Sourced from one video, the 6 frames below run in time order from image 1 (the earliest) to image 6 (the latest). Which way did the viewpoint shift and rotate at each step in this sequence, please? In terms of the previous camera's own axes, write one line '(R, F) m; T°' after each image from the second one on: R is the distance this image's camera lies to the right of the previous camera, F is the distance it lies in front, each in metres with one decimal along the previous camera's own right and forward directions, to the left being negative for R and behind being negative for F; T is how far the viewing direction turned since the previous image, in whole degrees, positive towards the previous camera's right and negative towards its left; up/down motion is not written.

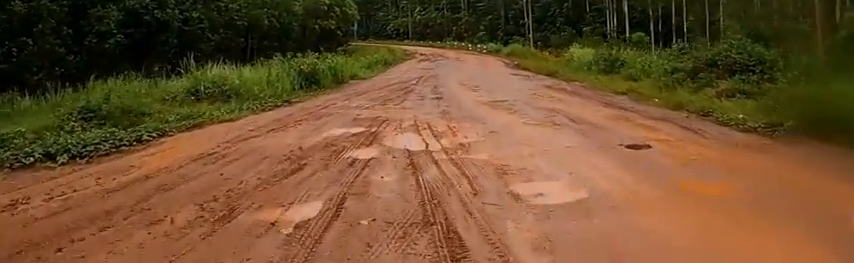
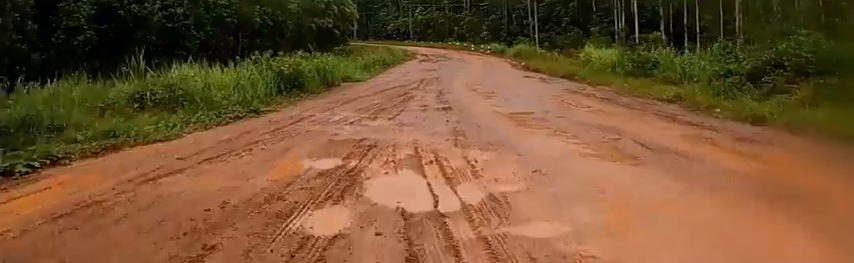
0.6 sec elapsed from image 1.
(0.0, +3.1) m; 0°
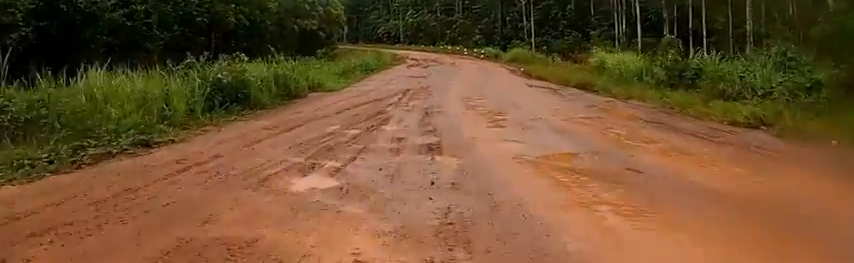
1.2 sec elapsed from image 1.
(0.0, +3.5) m; 0°
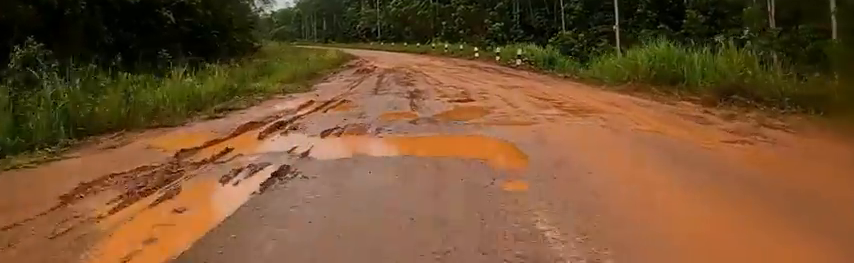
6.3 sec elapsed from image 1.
(0.0, +28.4) m; 0°
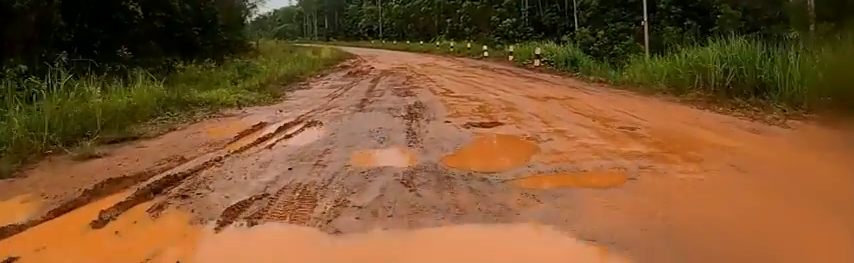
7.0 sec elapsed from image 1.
(0.0, +3.5) m; 0°
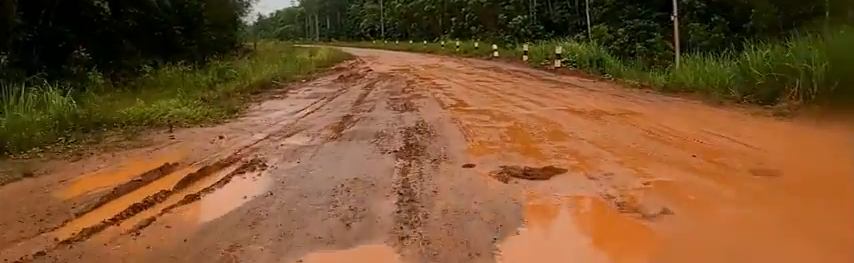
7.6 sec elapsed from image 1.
(0.0, +3.1) m; 0°
